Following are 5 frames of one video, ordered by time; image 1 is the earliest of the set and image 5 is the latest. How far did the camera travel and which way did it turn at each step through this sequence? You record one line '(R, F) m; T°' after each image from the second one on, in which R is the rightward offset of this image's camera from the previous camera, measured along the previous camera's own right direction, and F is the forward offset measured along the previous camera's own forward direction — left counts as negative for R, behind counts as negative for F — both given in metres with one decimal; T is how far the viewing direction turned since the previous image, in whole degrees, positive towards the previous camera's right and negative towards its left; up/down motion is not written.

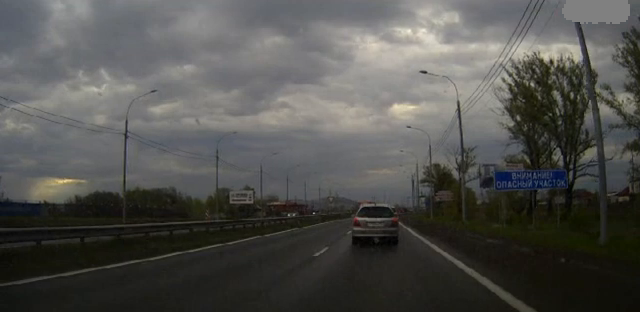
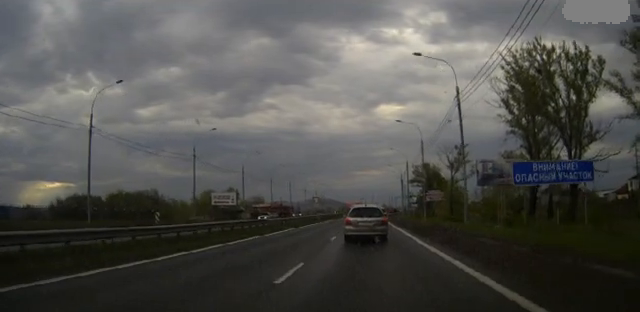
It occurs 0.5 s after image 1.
(+0.1, +5.8) m; +1°
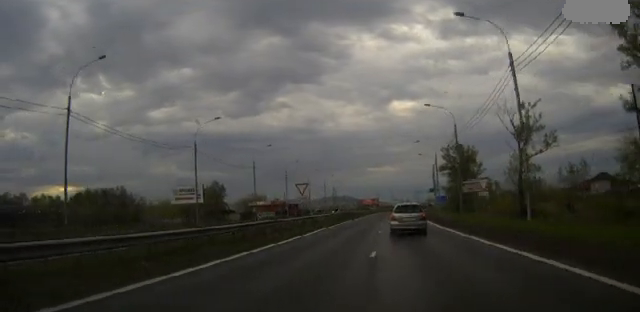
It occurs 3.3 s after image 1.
(-0.1, +36.1) m; 0°
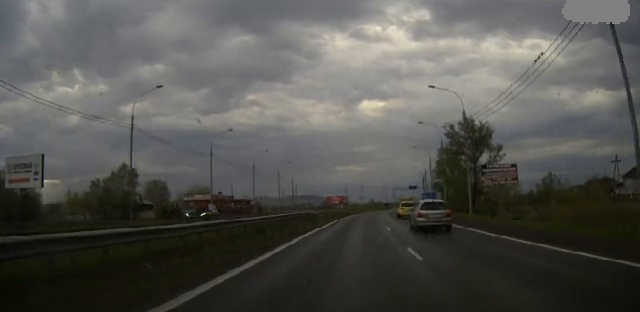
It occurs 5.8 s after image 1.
(+1.2, +39.1) m; +4°
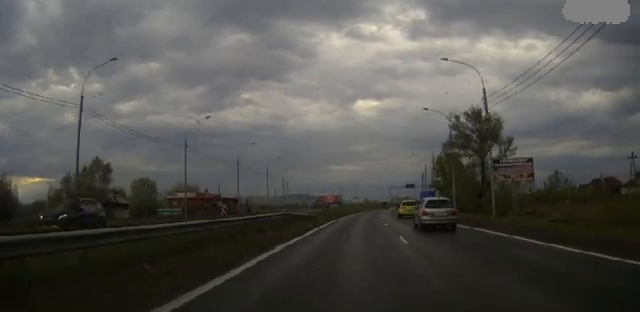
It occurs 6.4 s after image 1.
(+0.1, +8.6) m; +1°
